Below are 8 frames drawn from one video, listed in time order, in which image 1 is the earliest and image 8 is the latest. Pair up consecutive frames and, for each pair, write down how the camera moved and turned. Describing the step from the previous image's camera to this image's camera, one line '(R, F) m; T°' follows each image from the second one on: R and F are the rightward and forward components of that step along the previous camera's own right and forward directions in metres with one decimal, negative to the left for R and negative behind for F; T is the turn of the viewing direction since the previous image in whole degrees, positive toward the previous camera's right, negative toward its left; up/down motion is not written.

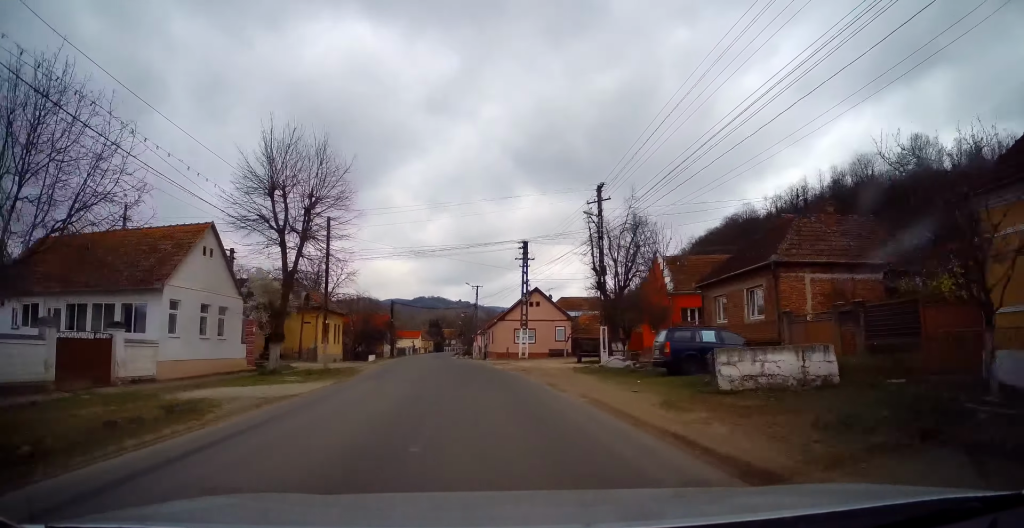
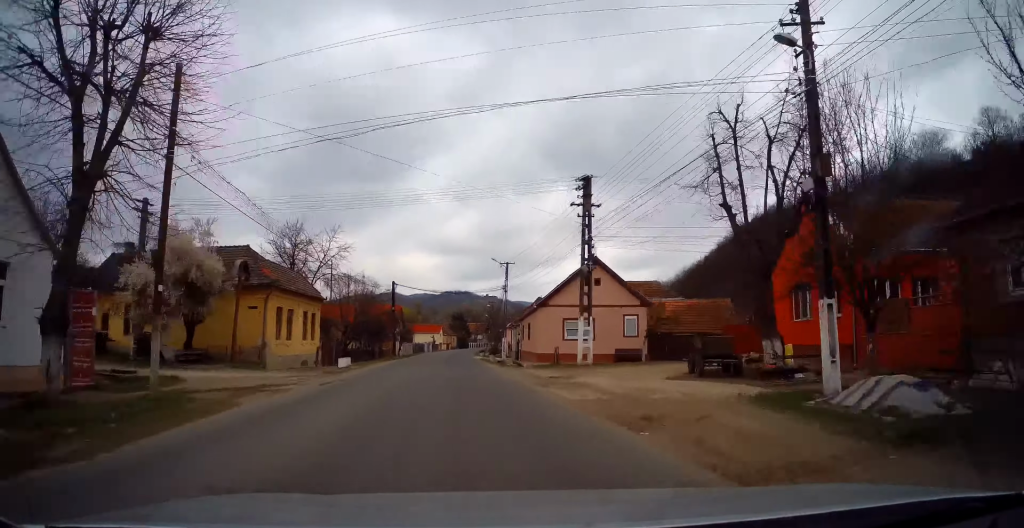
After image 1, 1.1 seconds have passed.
(0.0, +15.2) m; -2°
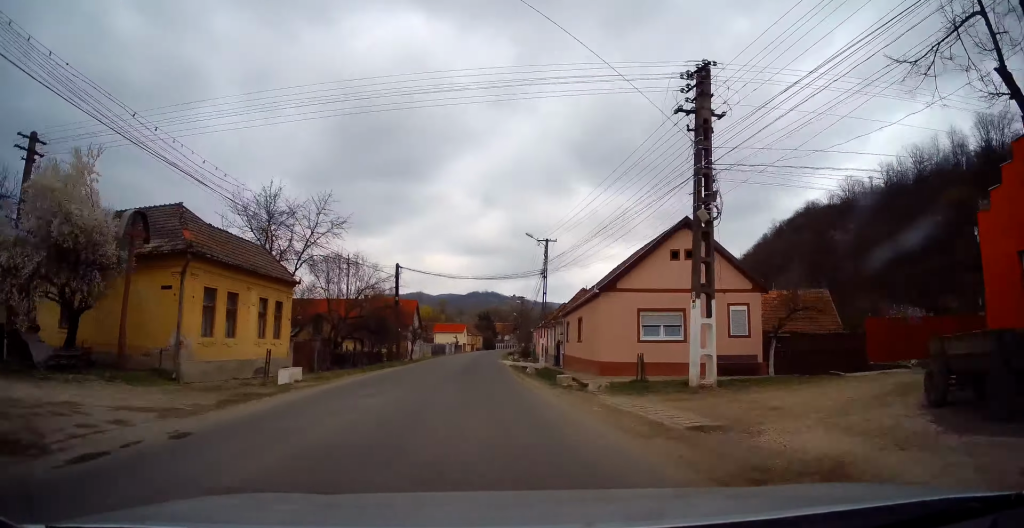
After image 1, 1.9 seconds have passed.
(-0.3, +10.8) m; -2°
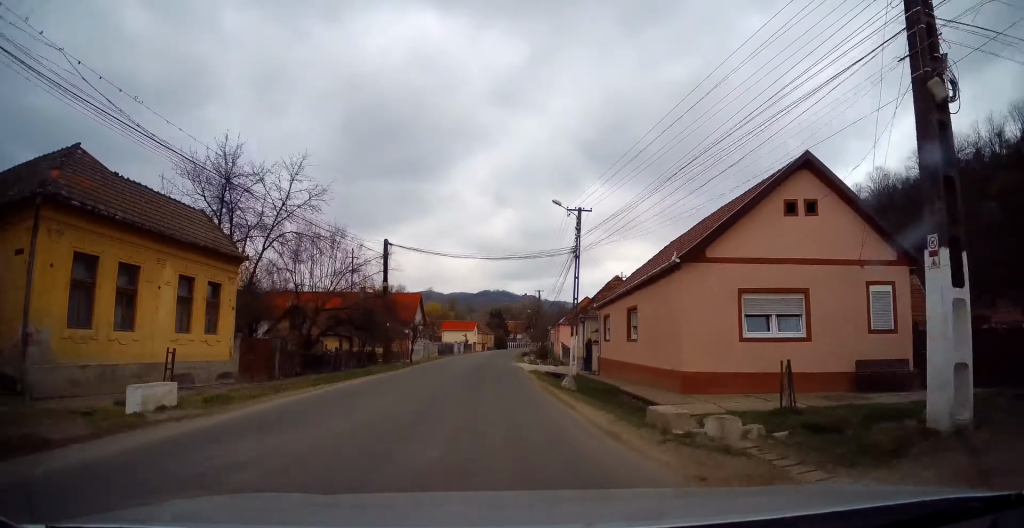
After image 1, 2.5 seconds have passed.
(-0.2, +7.7) m; -1°
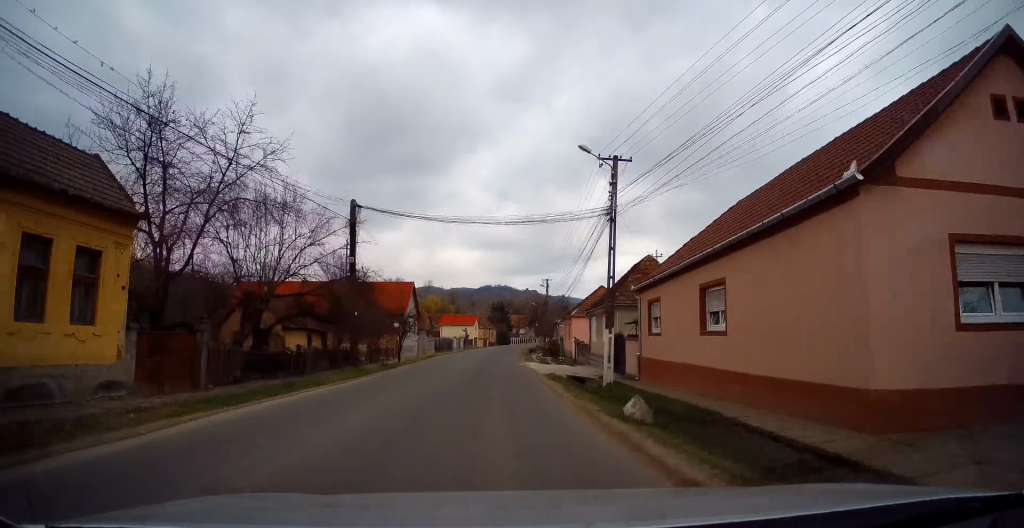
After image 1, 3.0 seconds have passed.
(0.0, +6.9) m; 0°
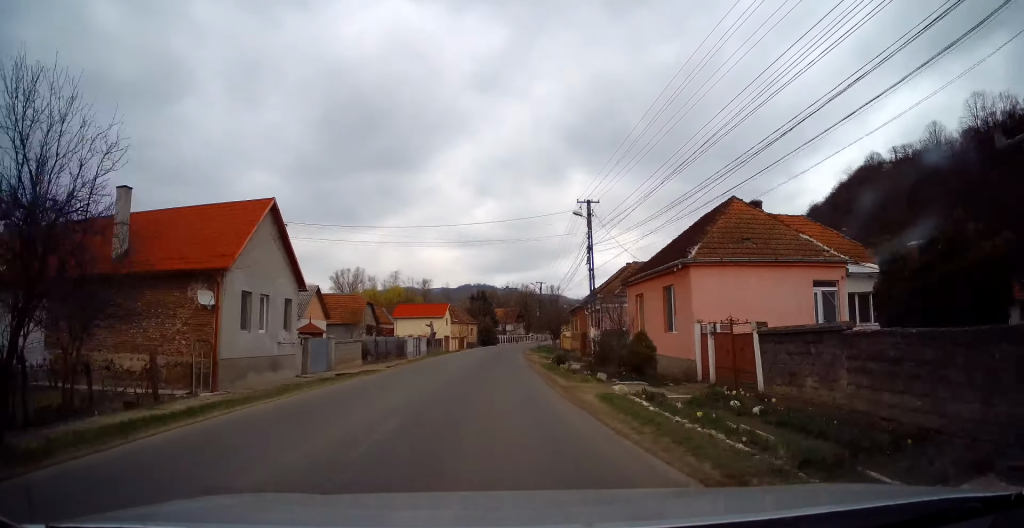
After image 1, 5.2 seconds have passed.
(+0.3, +31.7) m; +2°
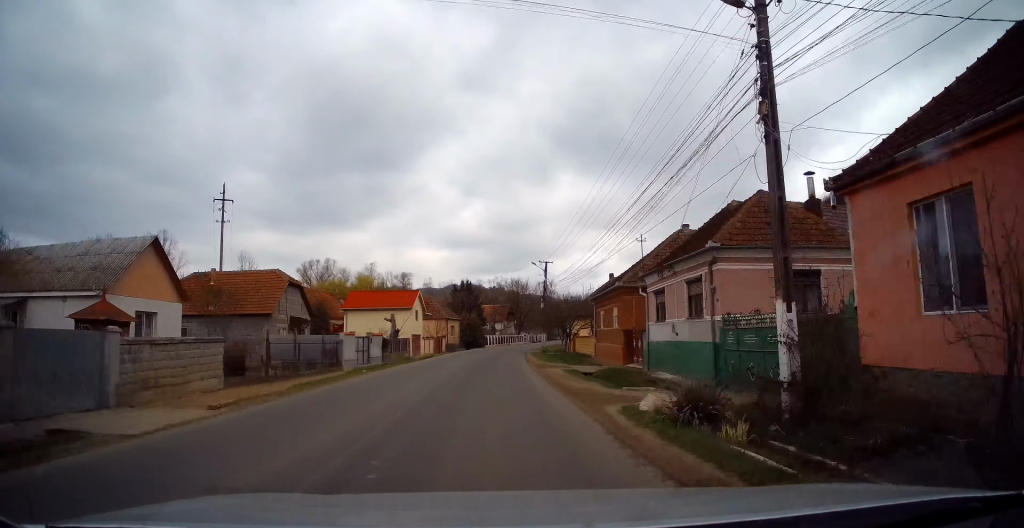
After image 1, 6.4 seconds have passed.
(+0.1, +17.8) m; +1°
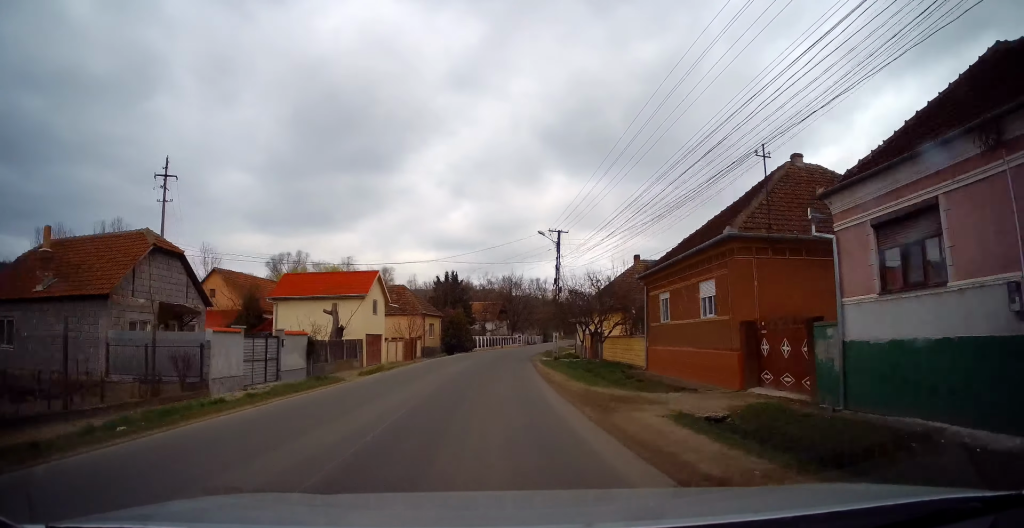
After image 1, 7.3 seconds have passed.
(+0.3, +14.1) m; 0°
